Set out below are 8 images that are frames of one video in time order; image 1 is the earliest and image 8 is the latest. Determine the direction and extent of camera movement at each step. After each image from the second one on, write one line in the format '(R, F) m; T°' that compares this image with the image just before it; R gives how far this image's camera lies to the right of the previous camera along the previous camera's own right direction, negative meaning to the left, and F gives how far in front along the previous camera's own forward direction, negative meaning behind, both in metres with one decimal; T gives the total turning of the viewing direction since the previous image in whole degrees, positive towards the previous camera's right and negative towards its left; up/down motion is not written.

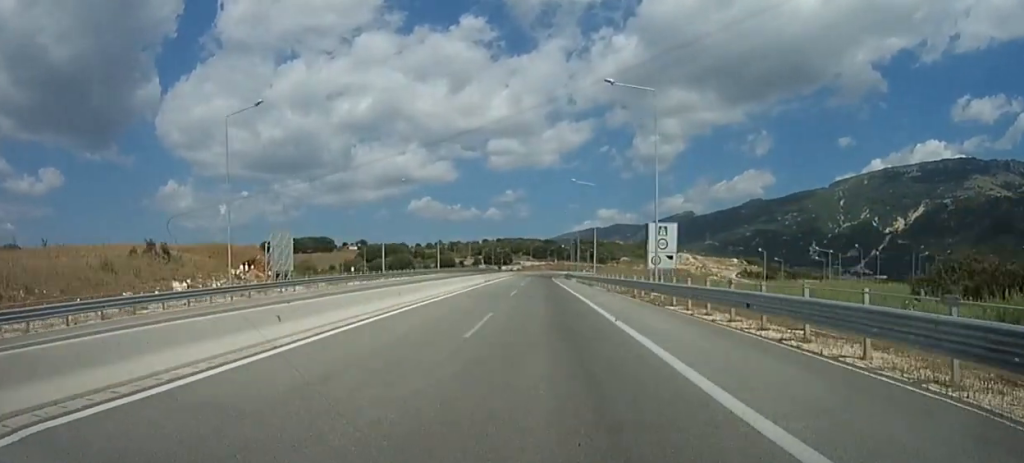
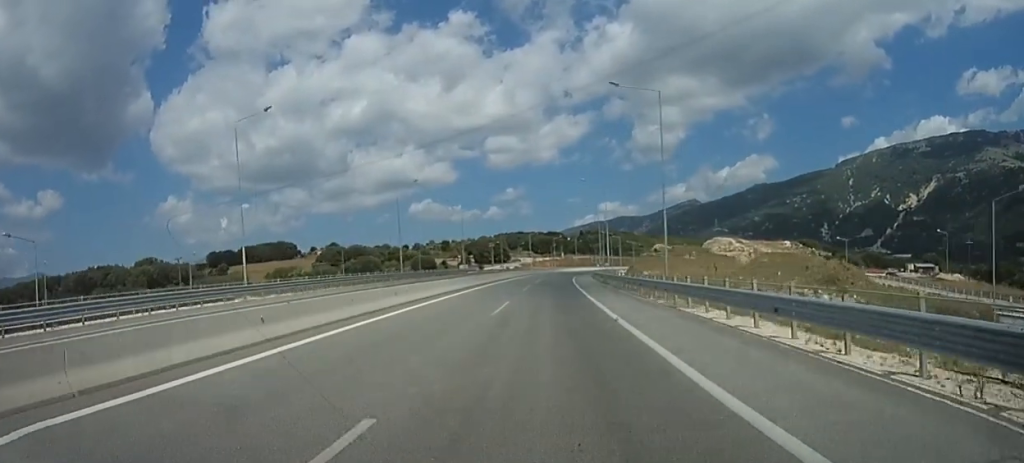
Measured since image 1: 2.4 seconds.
(-1.1, +68.8) m; -1°
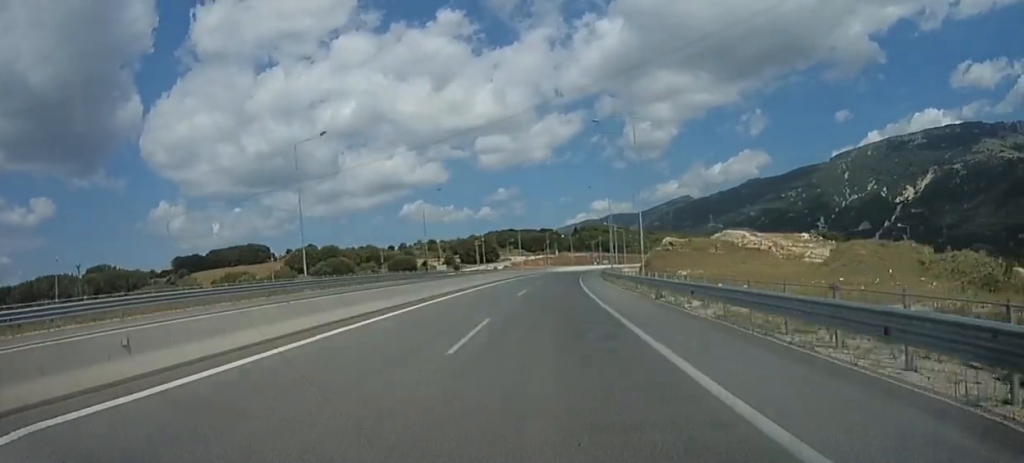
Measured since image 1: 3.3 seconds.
(0.0, +26.1) m; +1°
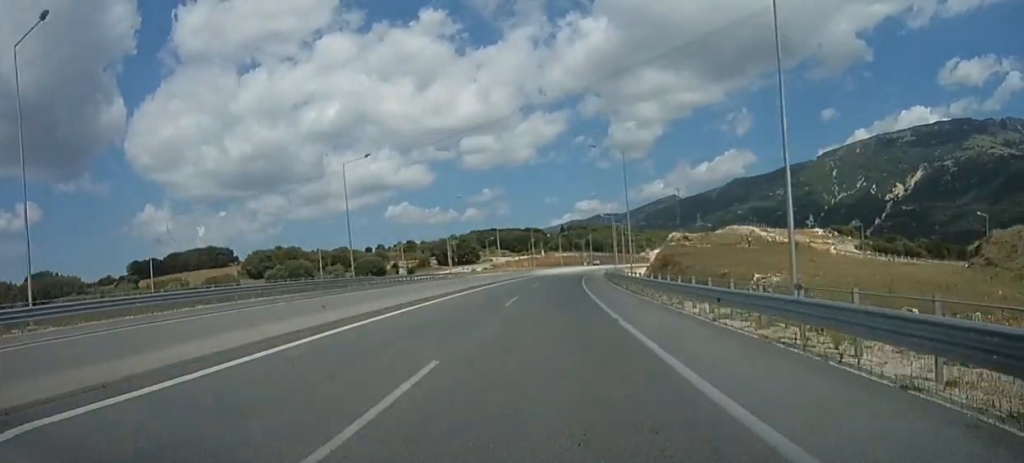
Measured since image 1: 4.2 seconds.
(-0.3, +26.1) m; +1°
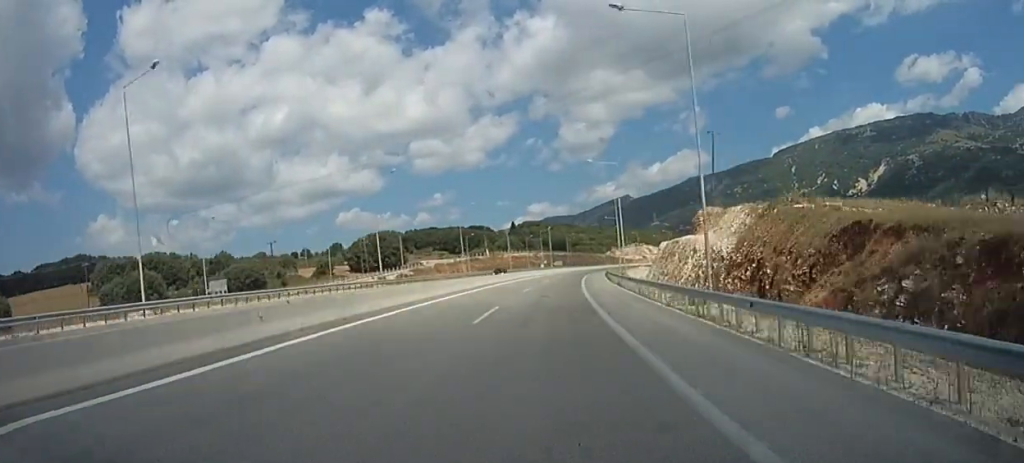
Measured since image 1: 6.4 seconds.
(+2.2, +61.7) m; +6°
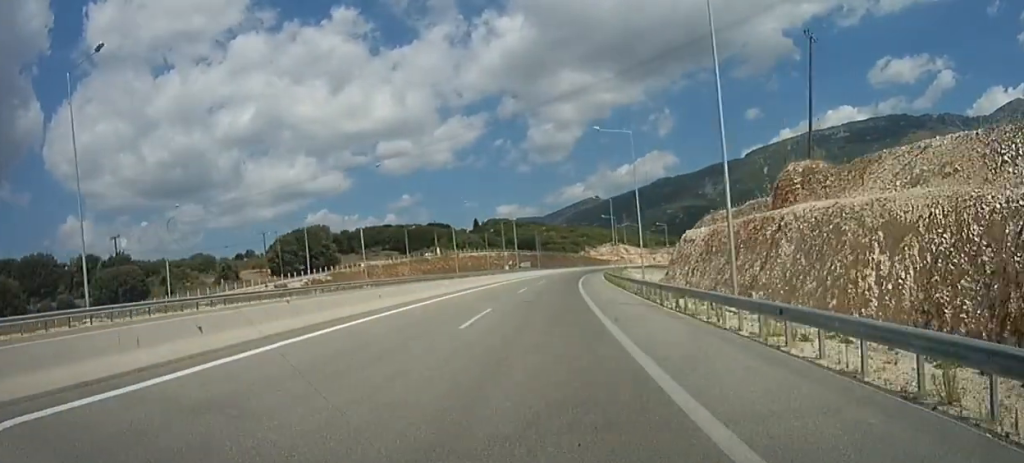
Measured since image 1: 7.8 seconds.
(+1.9, +38.2) m; +5°
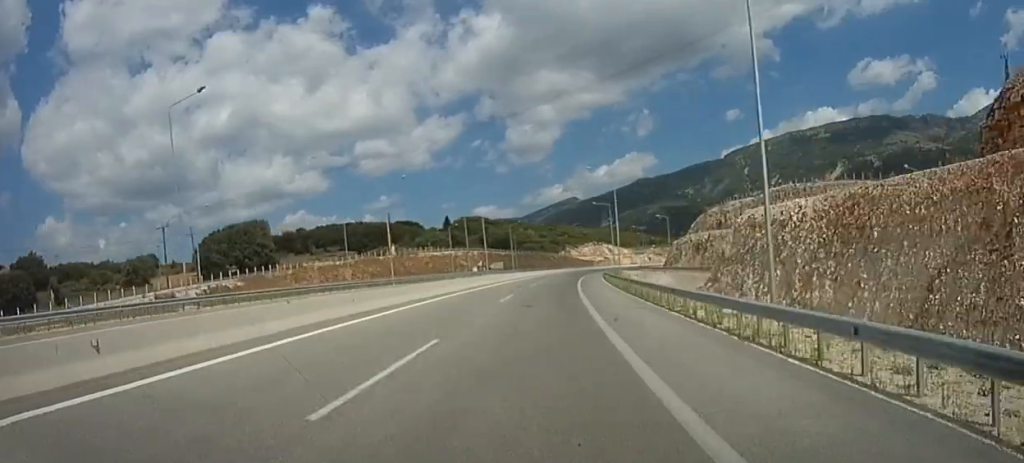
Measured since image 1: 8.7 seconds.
(-0.3, +26.3) m; +4°
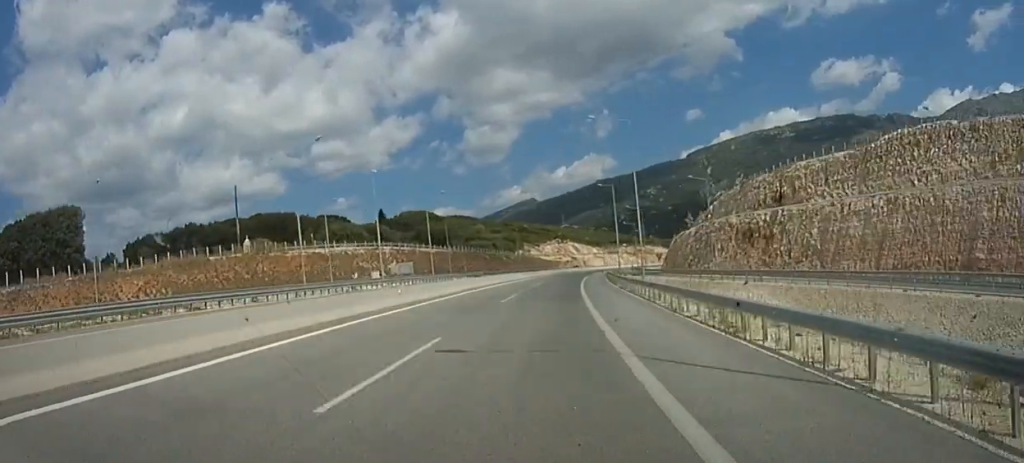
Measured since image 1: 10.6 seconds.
(+4.0, +55.3) m; +4°
